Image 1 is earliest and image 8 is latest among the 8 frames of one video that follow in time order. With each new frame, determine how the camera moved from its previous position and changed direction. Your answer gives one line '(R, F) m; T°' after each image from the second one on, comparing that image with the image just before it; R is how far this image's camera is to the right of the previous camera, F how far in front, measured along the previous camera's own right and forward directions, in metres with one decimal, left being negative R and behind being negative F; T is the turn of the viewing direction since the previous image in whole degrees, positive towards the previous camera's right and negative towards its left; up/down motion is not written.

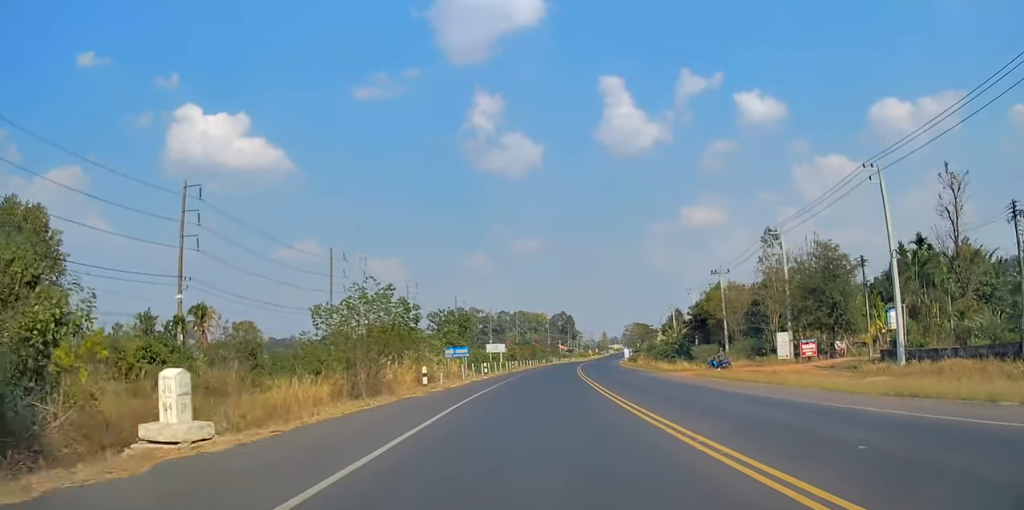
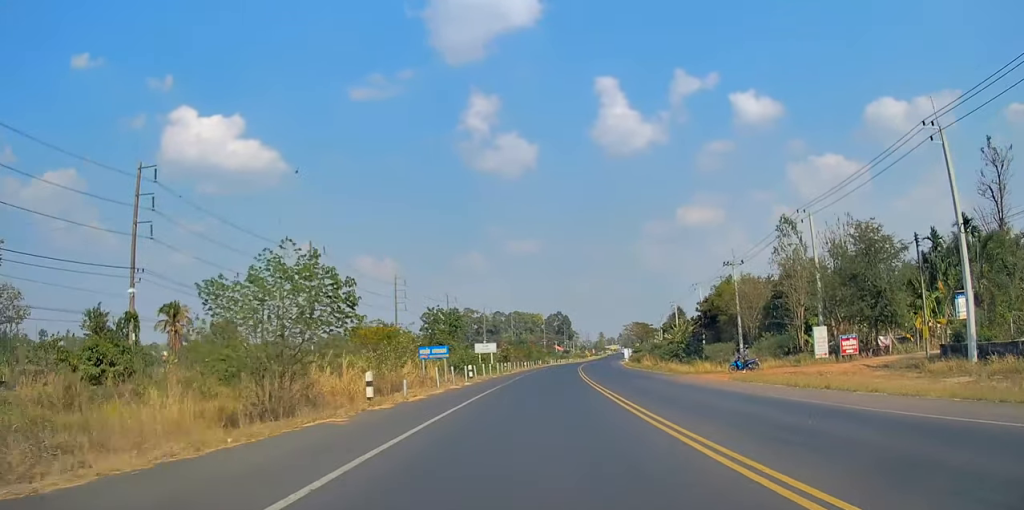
(-0.1, +7.7) m; 0°
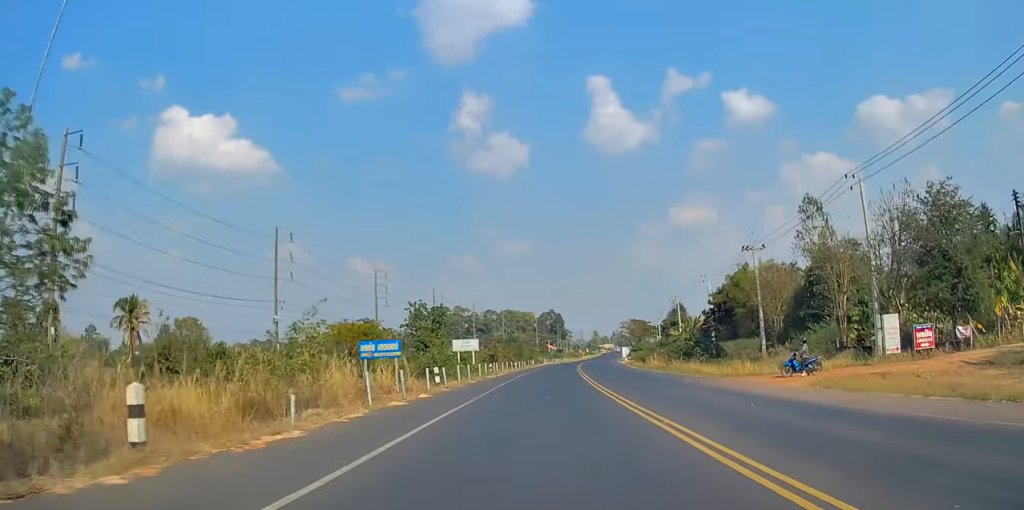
(+0.1, +10.3) m; +1°
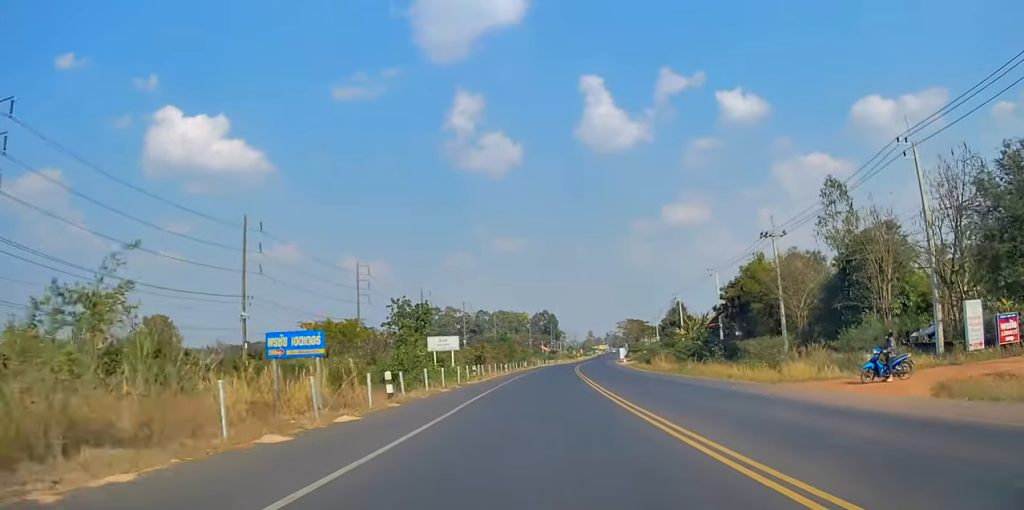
(0.0, +7.9) m; +1°
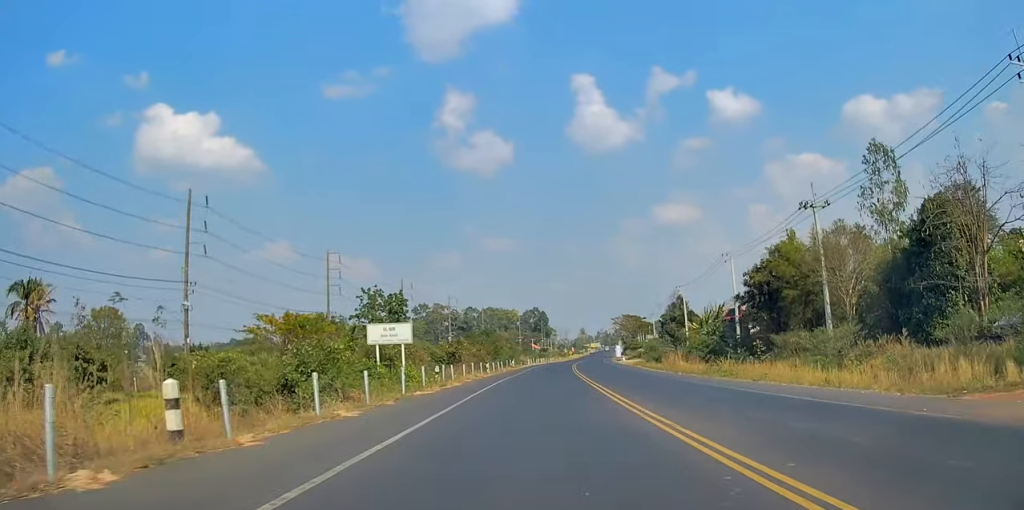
(+0.2, +12.1) m; +1°
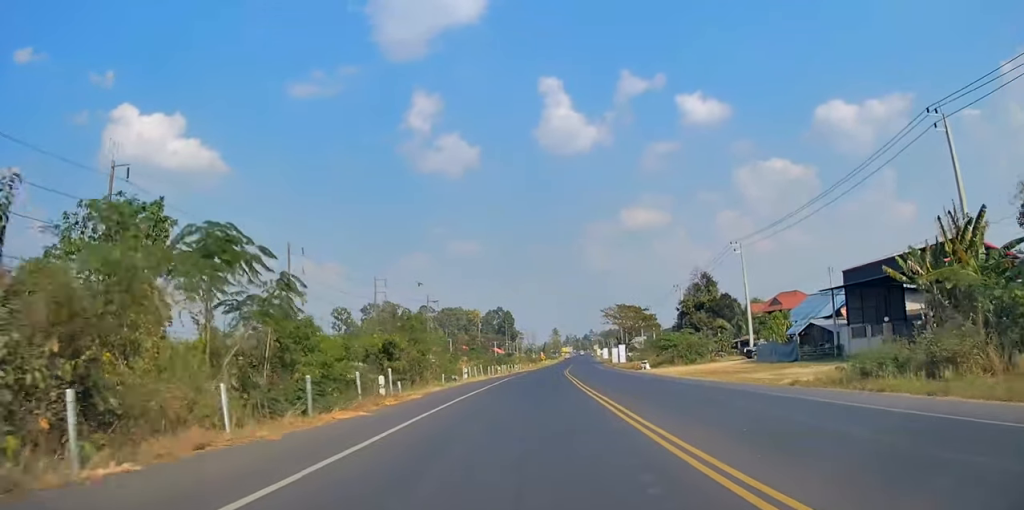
(+0.8, +50.3) m; +2°
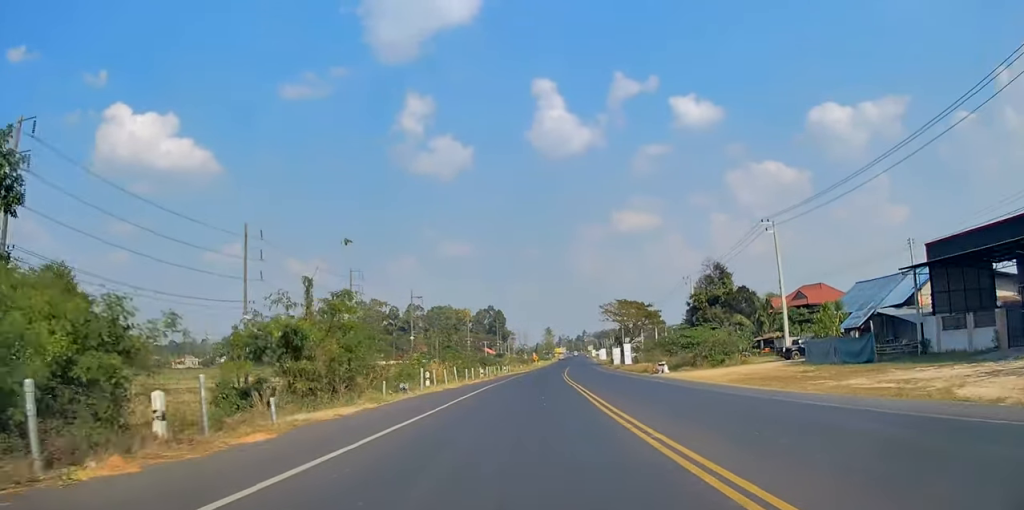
(+0.2, +12.2) m; +1°
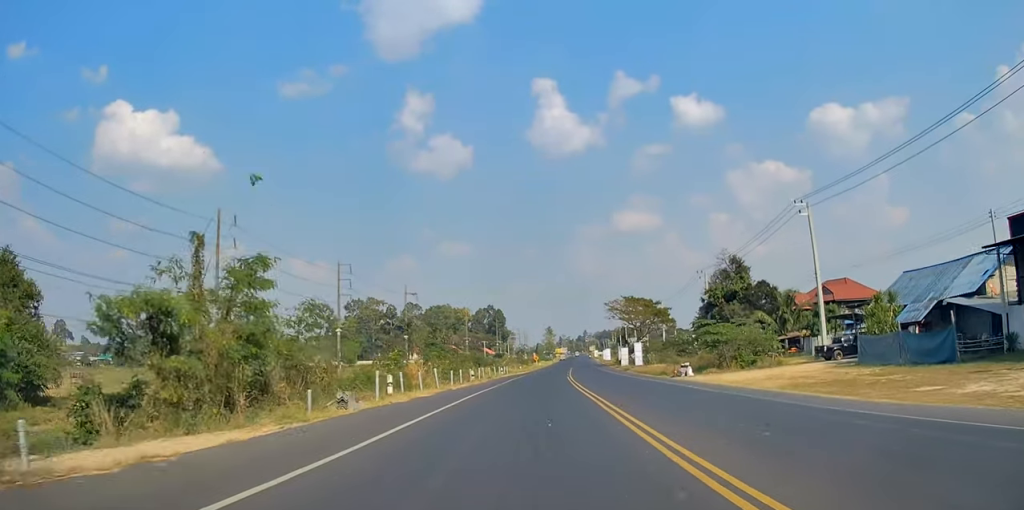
(+0.1, +8.1) m; 0°
